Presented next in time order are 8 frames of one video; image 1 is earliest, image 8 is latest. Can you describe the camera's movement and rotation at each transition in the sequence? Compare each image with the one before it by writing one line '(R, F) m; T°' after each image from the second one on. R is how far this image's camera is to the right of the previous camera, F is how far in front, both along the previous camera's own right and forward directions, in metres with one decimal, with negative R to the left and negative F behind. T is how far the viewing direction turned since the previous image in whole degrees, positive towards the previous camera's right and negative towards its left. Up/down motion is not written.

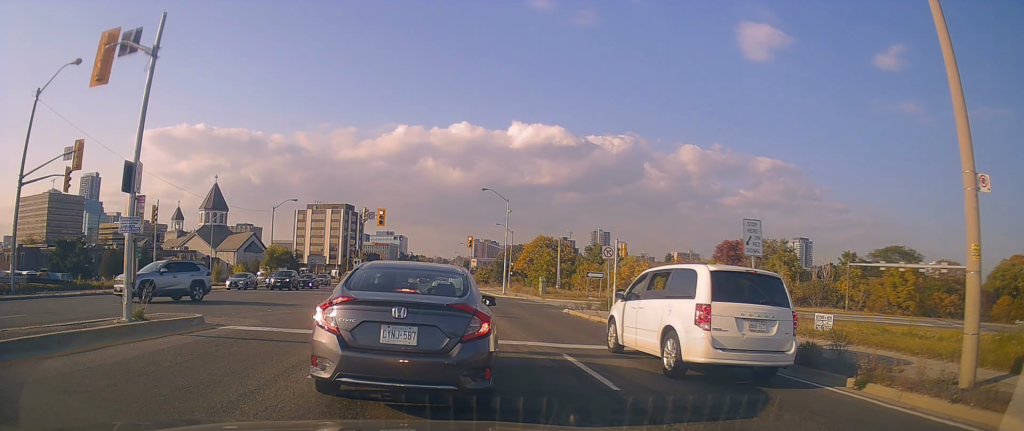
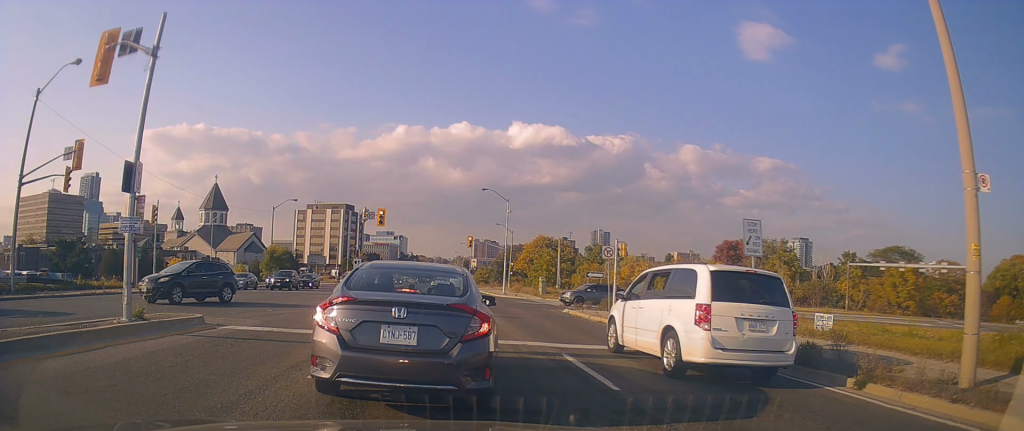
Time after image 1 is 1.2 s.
(0.0, 0.0) m; 0°
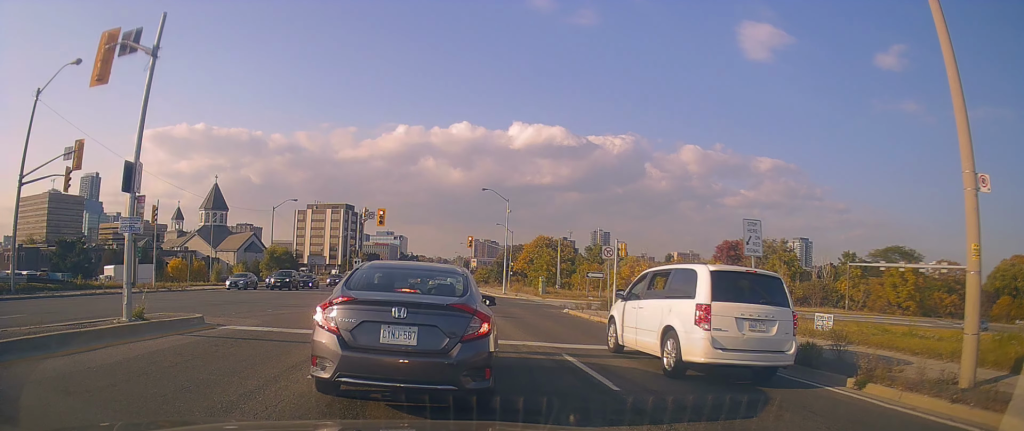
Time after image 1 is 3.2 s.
(0.0, 0.0) m; 0°
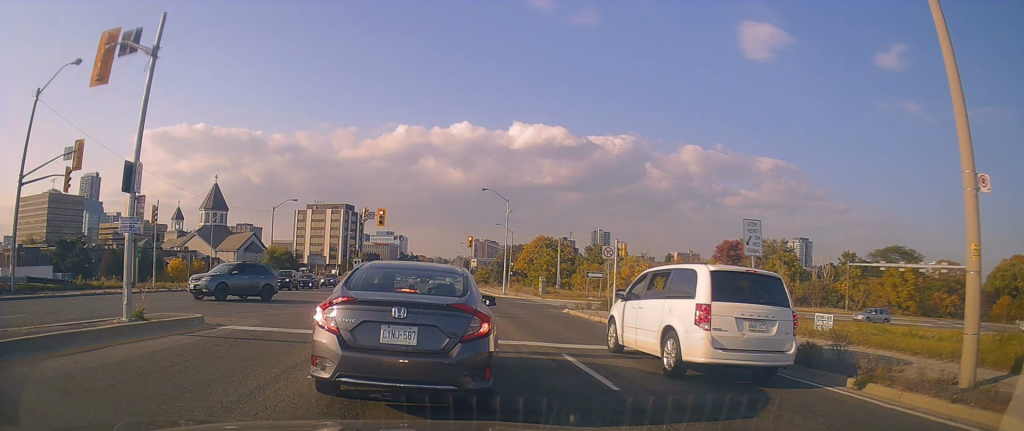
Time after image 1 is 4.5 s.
(0.0, 0.0) m; 0°
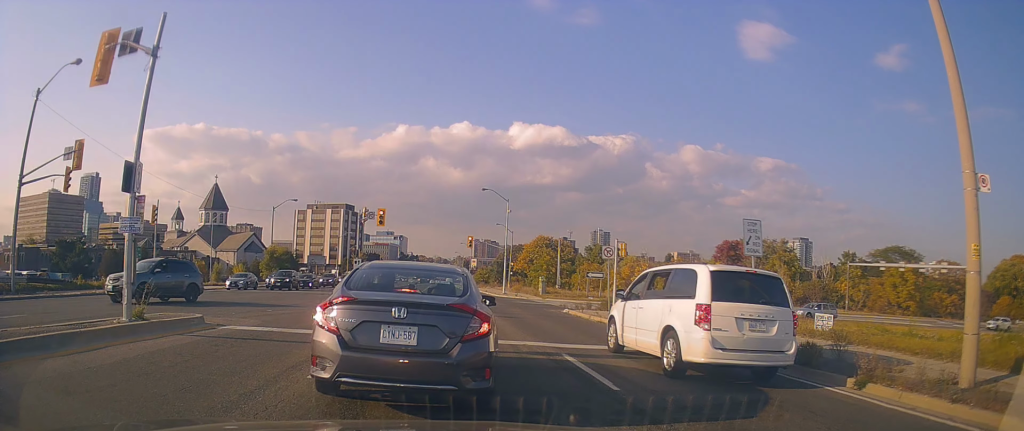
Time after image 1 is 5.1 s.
(0.0, 0.0) m; 0°
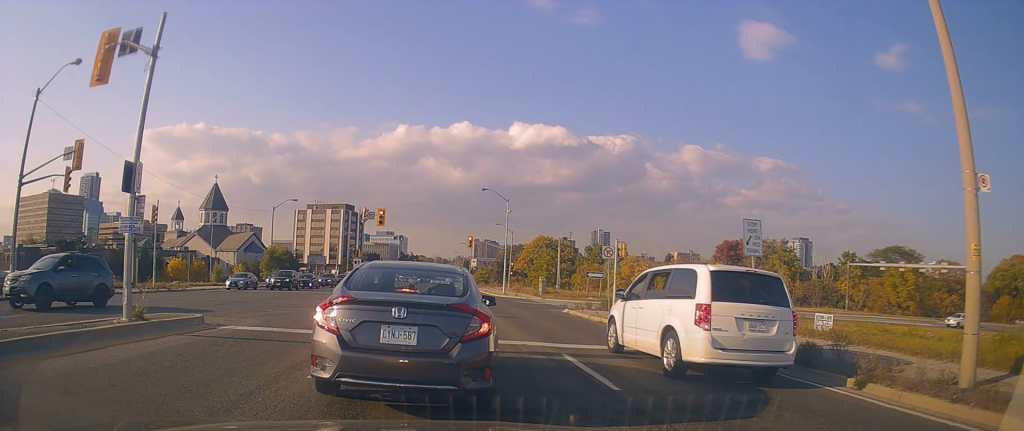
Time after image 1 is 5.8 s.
(0.0, 0.0) m; 0°
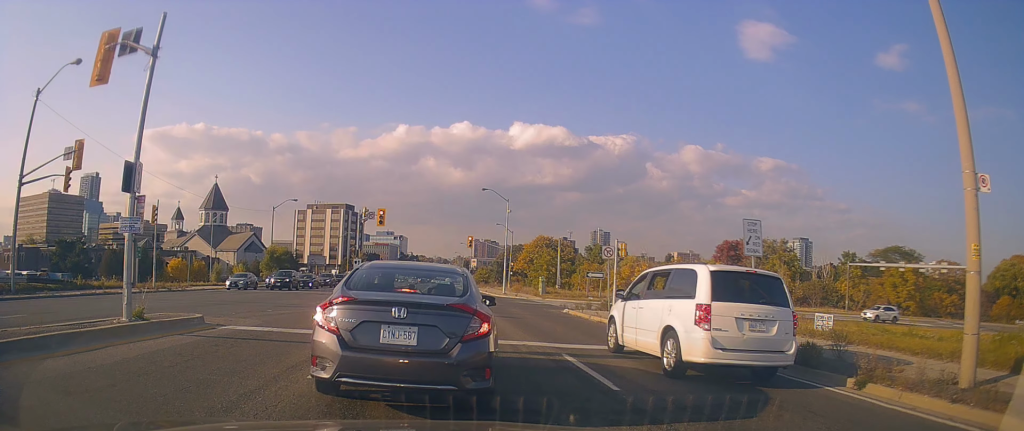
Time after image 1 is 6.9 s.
(0.0, 0.0) m; 0°
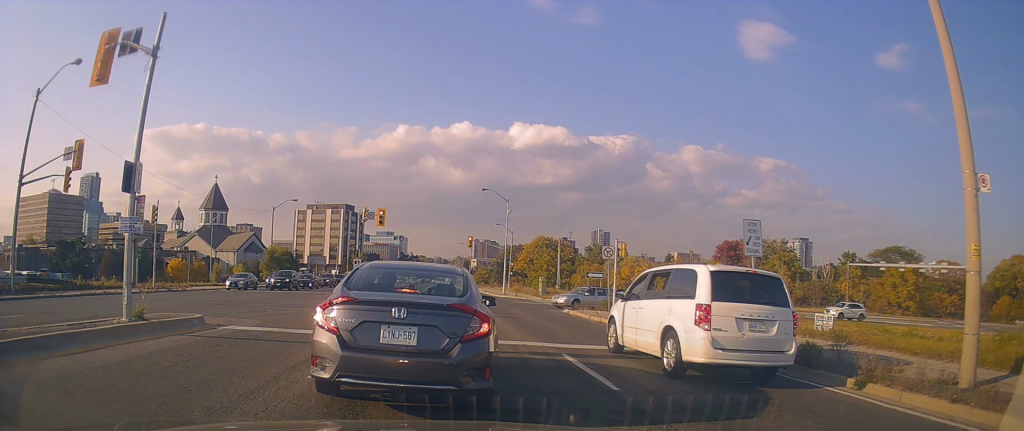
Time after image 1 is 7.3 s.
(0.0, 0.0) m; 0°
